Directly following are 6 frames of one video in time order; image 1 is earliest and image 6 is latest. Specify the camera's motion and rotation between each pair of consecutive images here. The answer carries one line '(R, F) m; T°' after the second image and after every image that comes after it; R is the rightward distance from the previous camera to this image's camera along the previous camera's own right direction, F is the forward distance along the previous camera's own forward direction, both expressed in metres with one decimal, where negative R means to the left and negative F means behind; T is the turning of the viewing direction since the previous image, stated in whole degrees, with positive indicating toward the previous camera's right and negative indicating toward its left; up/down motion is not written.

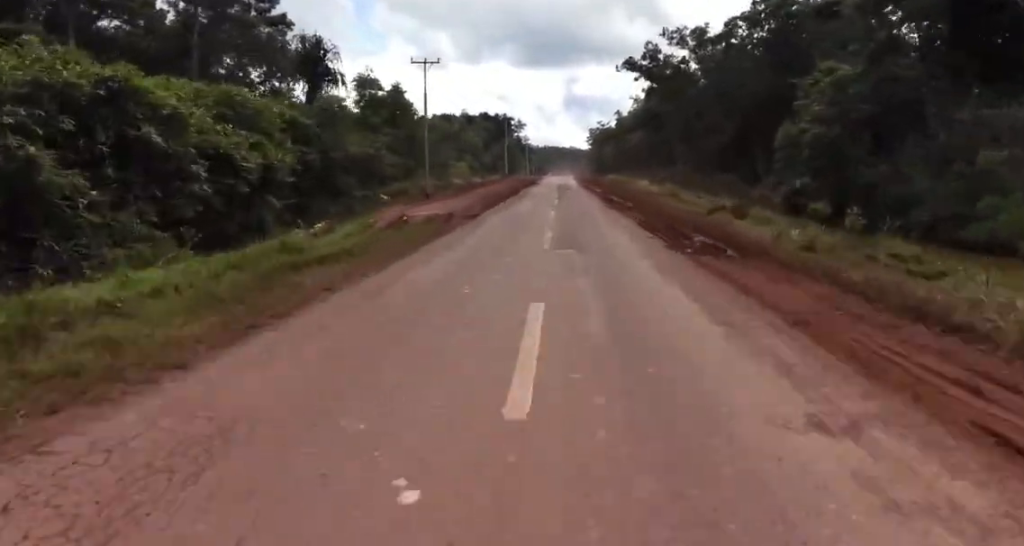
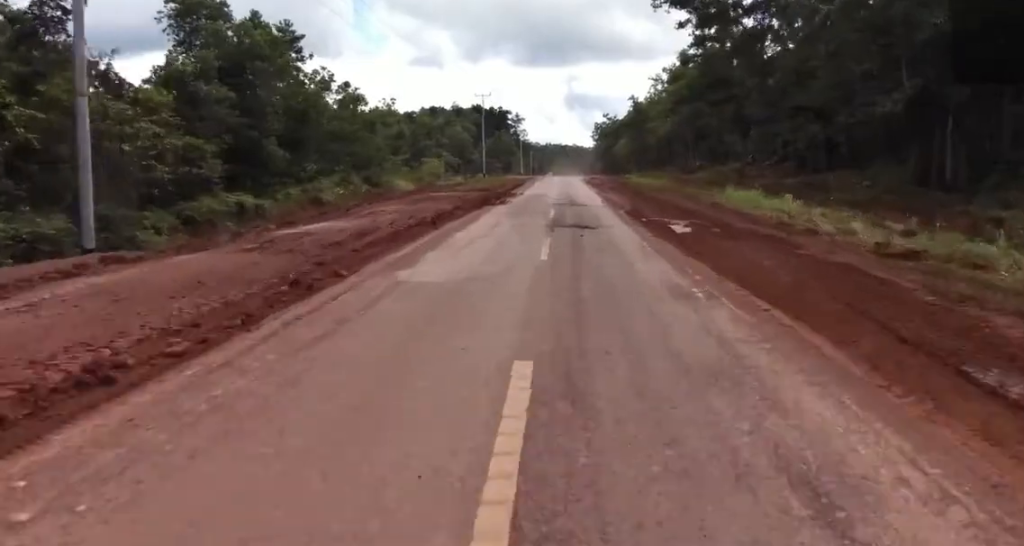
(+1.2, +33.9) m; -1°
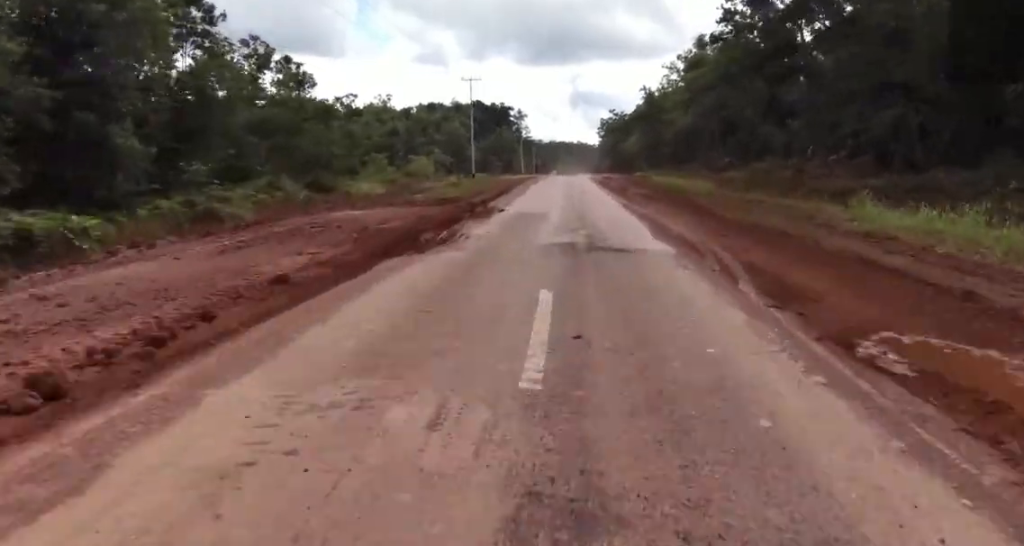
(-0.7, +13.1) m; -1°
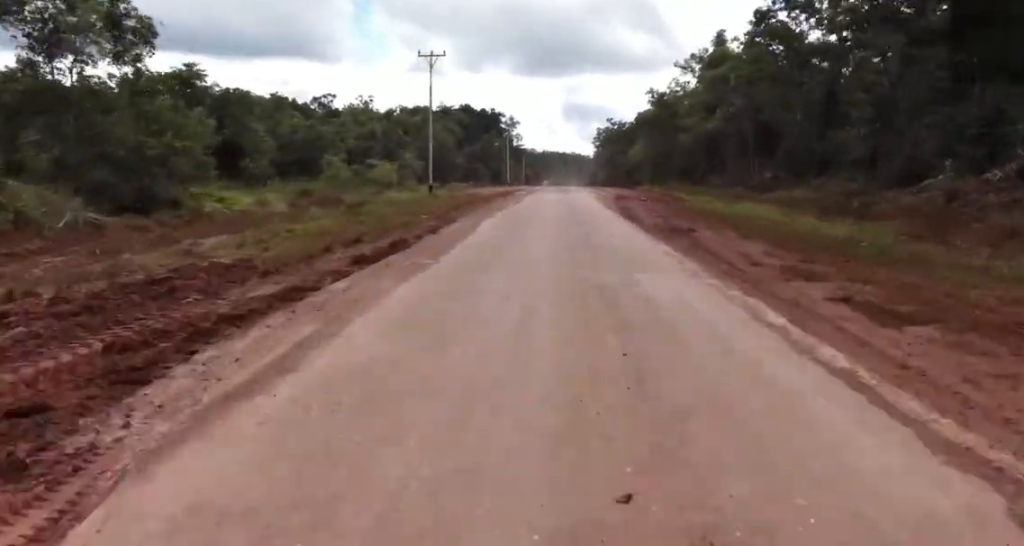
(+0.2, +19.1) m; 0°
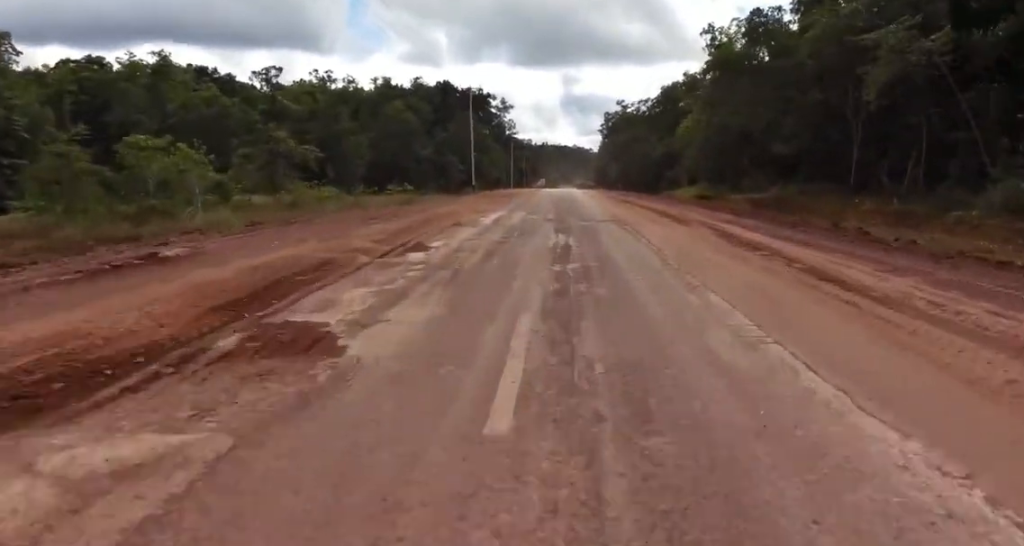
(+0.3, +45.8) m; 0°
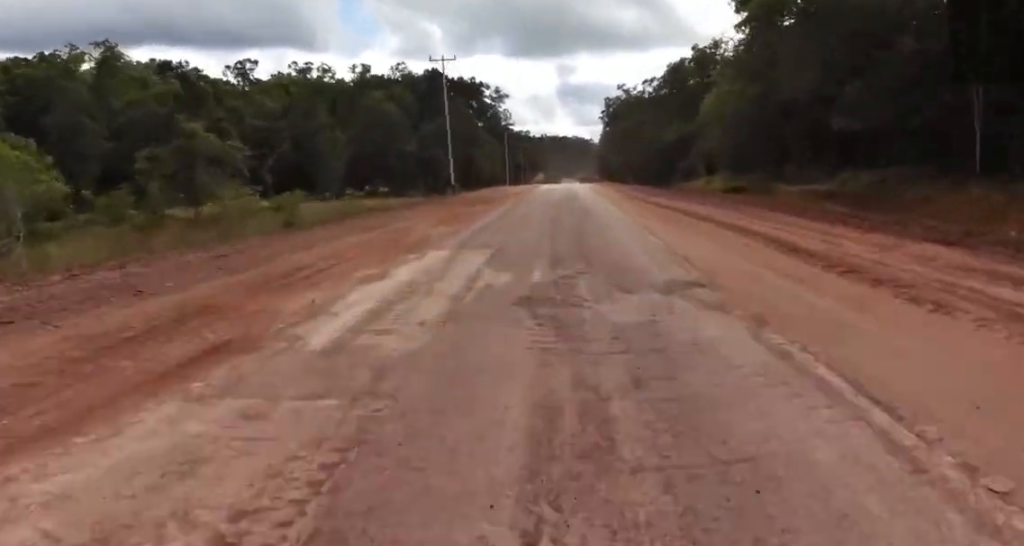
(-0.9, +12.5) m; 0°
